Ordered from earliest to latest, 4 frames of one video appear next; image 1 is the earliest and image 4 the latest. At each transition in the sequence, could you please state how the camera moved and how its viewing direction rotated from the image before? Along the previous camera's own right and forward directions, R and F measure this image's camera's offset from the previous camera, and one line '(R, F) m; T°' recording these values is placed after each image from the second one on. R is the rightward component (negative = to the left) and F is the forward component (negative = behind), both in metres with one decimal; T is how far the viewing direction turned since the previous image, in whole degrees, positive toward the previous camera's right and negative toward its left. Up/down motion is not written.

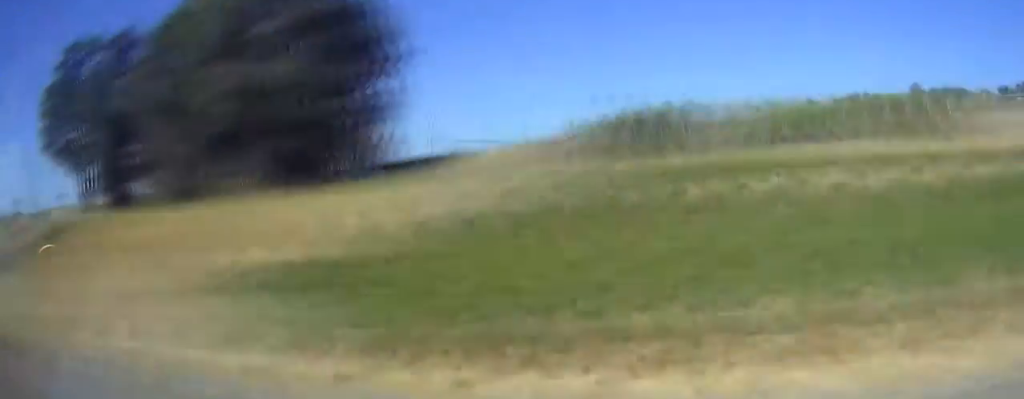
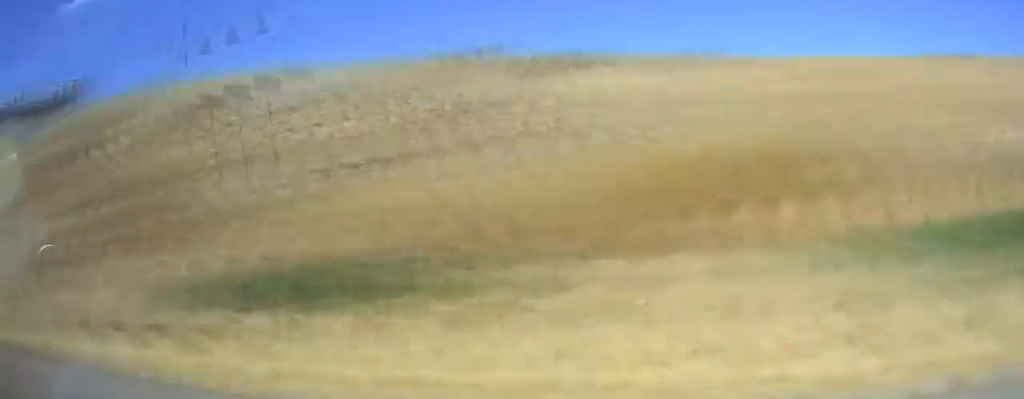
(+0.8, +145.9) m; 0°
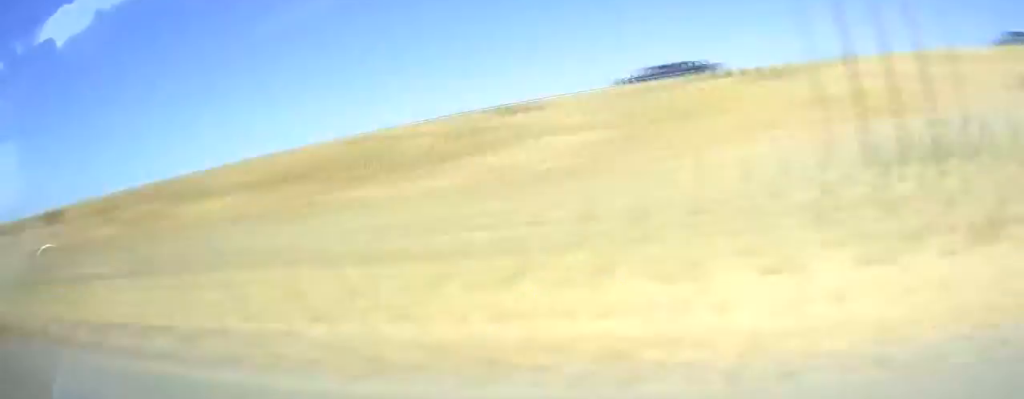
(+0.3, +82.8) m; 0°
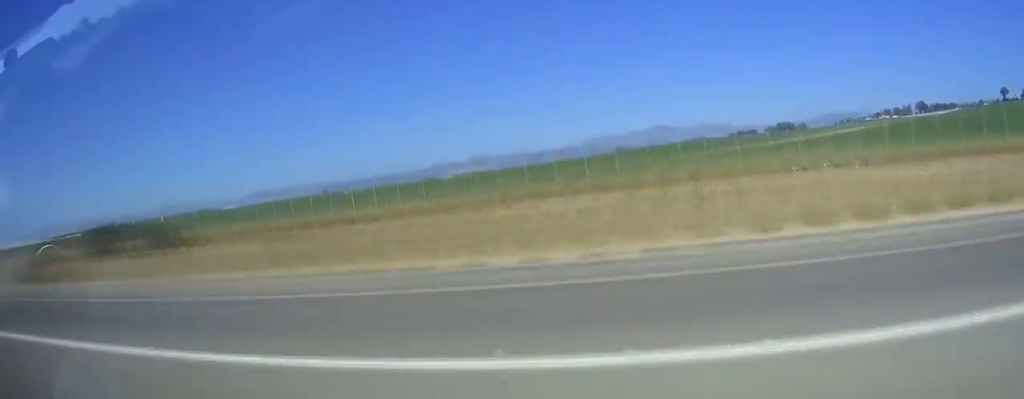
(-0.5, +262.9) m; -1°
